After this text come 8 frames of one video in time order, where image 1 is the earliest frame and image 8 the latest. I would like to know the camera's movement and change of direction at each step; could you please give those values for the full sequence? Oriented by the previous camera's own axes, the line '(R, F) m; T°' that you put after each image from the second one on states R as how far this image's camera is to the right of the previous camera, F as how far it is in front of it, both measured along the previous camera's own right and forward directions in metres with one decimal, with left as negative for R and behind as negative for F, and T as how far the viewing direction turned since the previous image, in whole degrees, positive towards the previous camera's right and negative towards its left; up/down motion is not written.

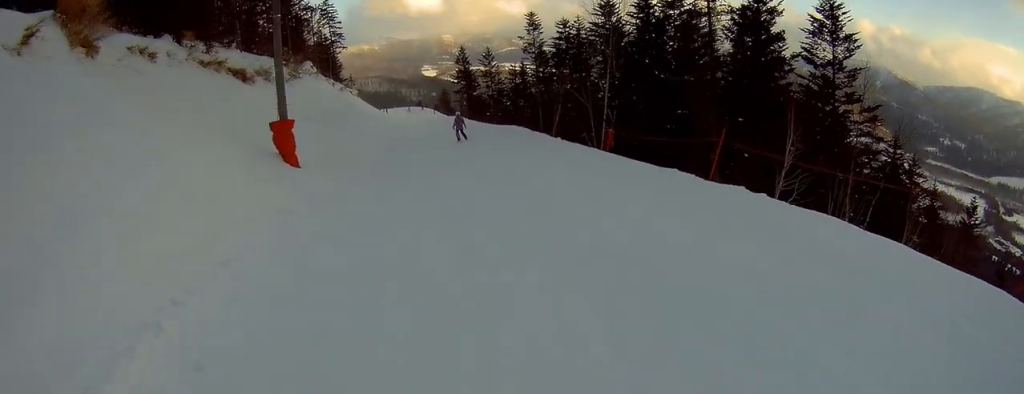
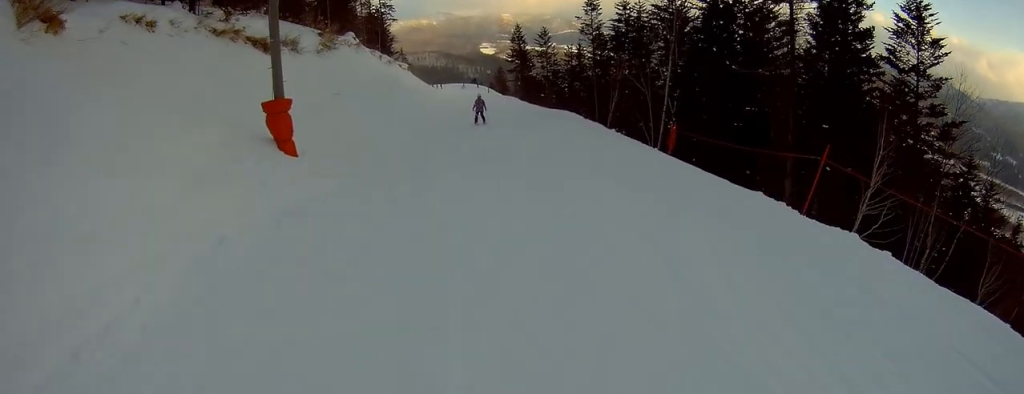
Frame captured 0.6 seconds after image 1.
(-0.6, +2.6) m; -6°
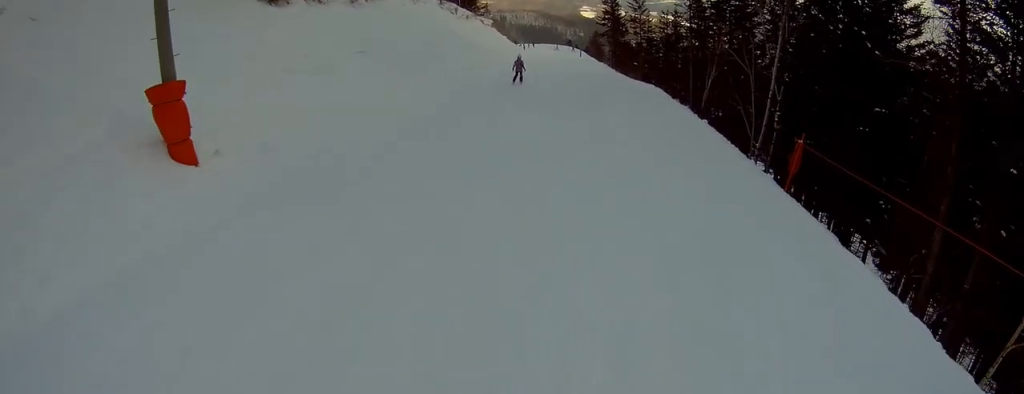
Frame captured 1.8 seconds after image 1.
(+0.4, +6.2) m; +9°
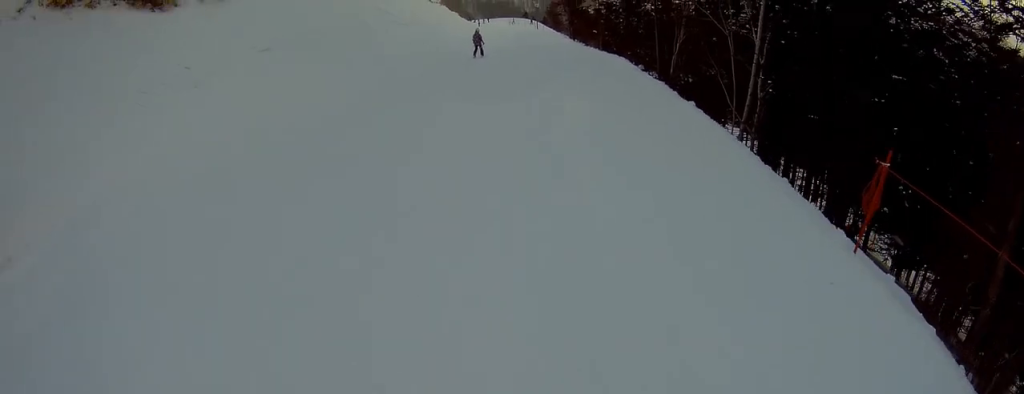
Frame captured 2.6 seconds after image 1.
(0.0, +4.4) m; +14°
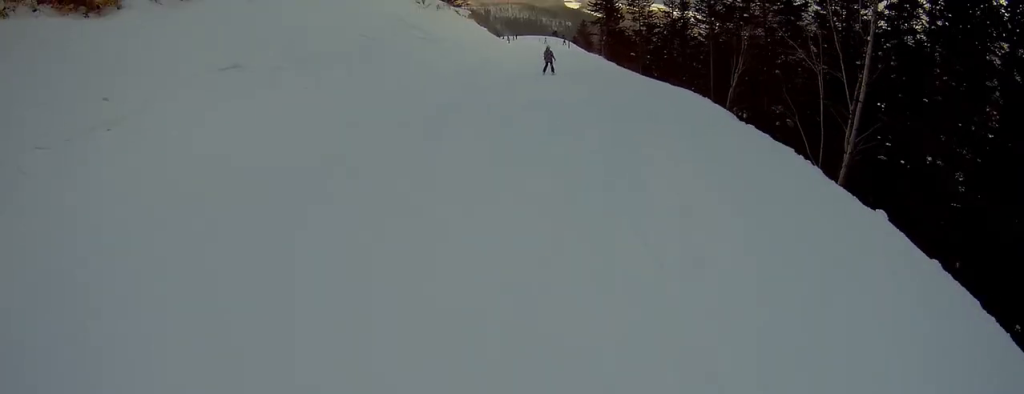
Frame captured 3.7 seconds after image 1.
(+1.4, +6.3) m; -1°
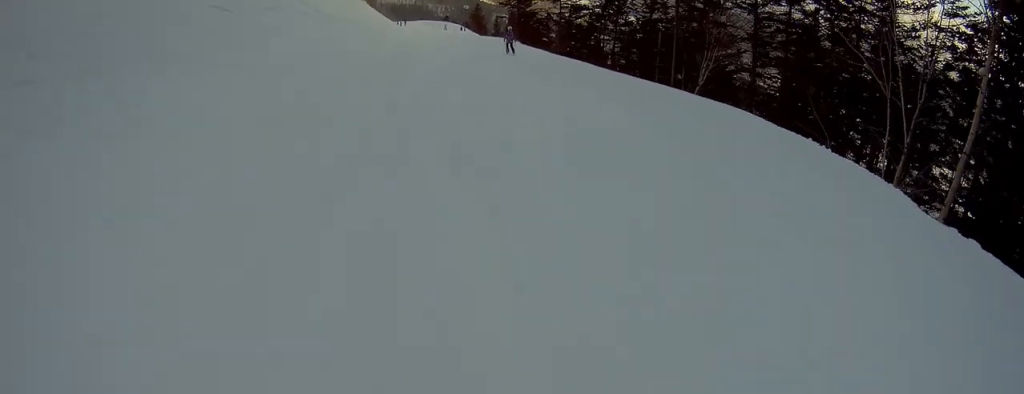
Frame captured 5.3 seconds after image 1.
(-1.5, +10.2) m; -8°
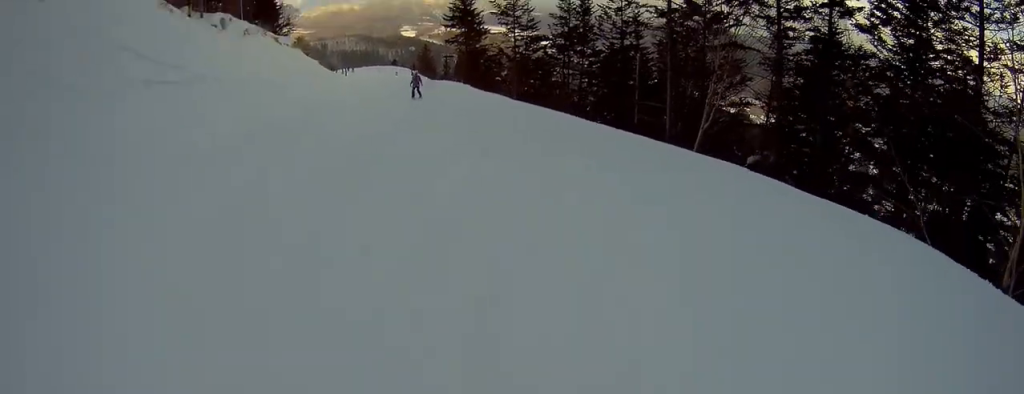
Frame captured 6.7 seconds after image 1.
(-0.8, +9.2) m; -11°
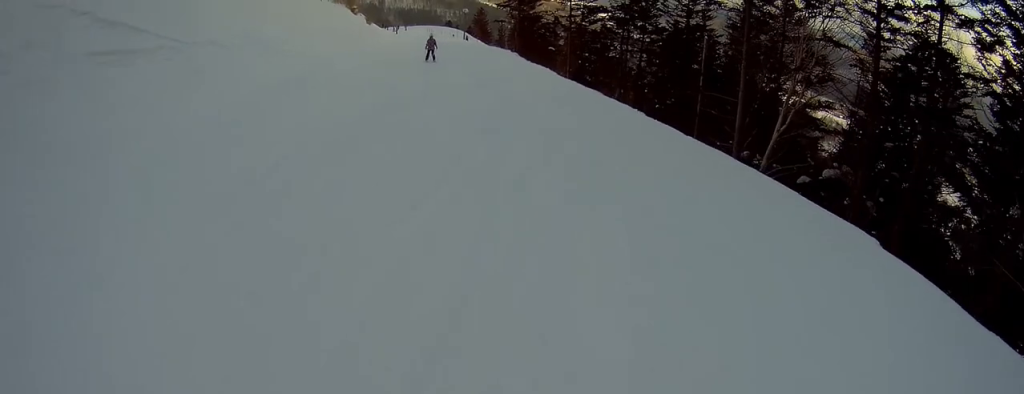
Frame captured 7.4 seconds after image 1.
(0.0, +2.8) m; -3°
